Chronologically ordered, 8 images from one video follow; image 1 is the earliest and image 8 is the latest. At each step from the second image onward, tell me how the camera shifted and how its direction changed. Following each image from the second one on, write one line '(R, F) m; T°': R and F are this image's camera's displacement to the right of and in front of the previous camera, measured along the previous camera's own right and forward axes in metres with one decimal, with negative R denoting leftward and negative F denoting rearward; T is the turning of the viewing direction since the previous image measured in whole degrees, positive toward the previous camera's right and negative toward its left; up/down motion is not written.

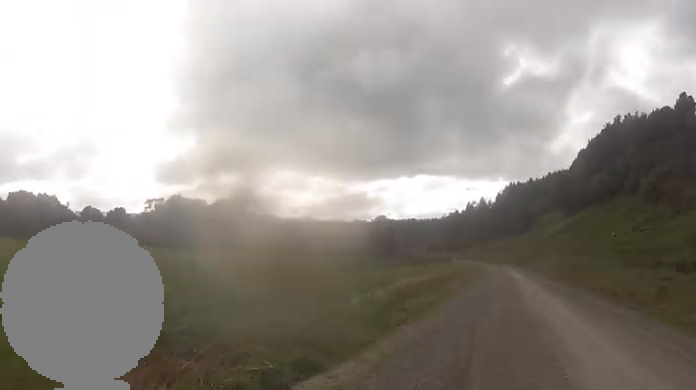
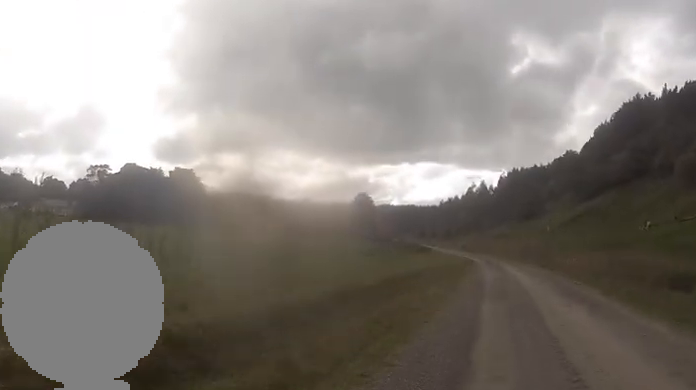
(-0.3, +30.1) m; -1°
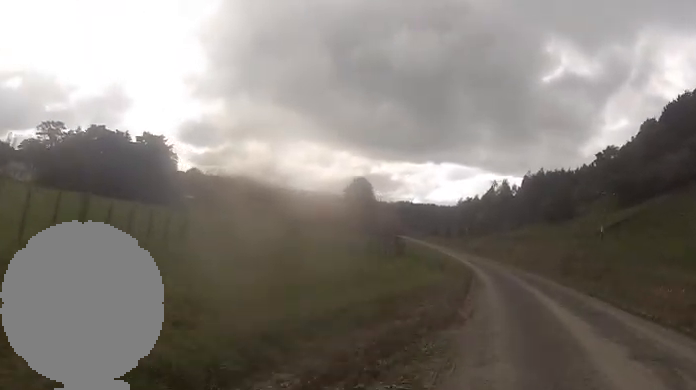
(-0.5, +30.2) m; -3°
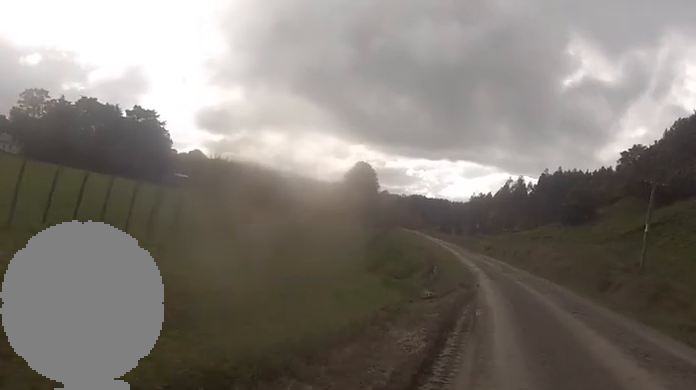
(-0.5, +12.2) m; 0°
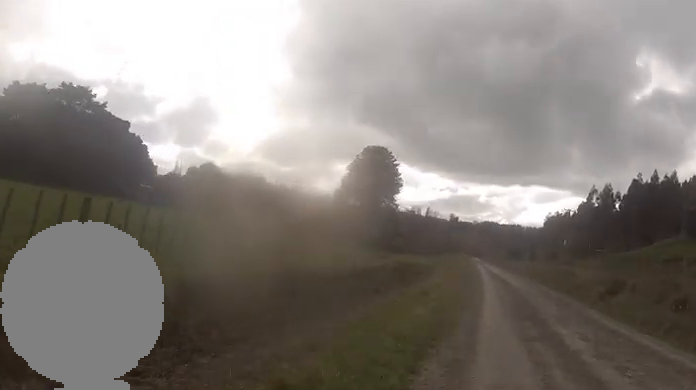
(+0.7, +47.5) m; +1°
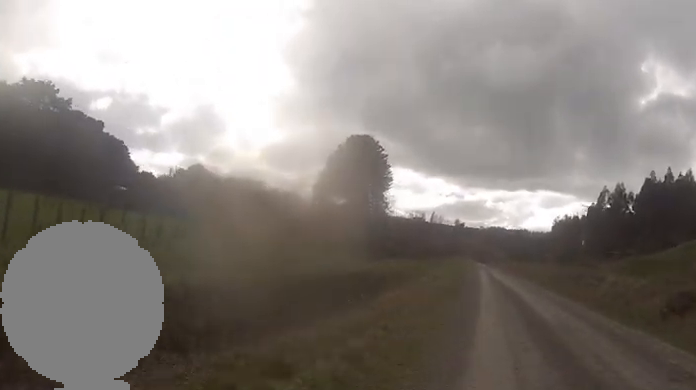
(0.0, +10.6) m; 0°
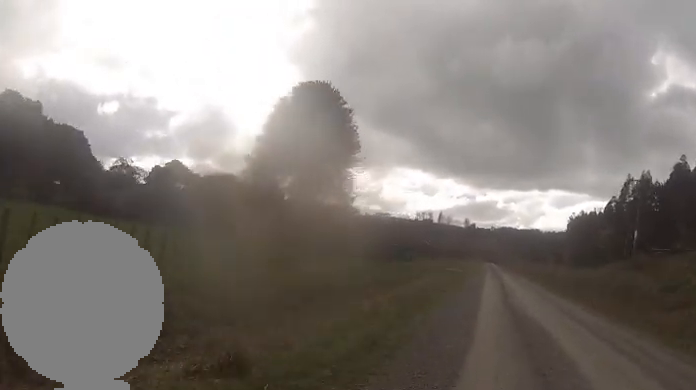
(+0.1, +19.7) m; -1°
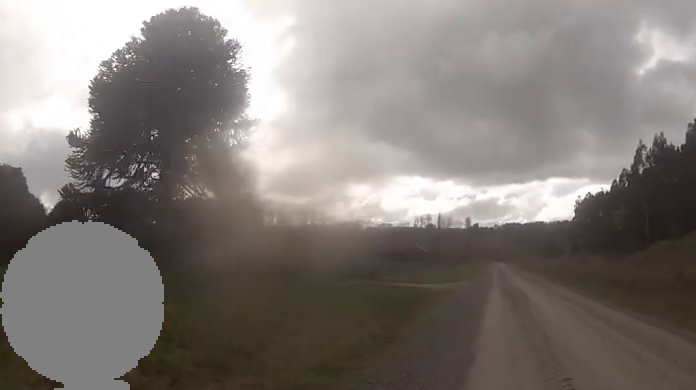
(-0.4, +19.1) m; -1°
